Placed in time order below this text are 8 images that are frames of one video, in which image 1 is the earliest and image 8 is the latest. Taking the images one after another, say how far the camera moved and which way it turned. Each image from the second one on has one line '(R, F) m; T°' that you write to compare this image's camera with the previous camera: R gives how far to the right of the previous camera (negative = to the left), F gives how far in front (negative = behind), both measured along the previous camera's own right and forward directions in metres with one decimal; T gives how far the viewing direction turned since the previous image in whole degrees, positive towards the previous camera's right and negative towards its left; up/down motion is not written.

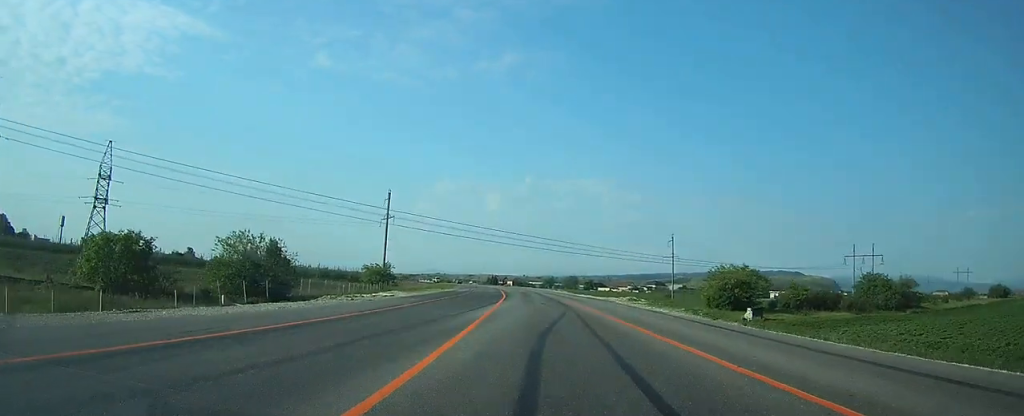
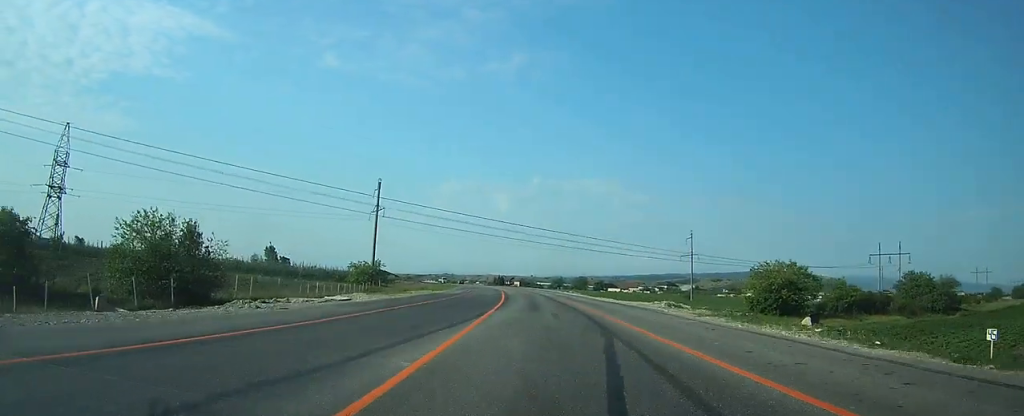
(-0.1, +13.8) m; -1°
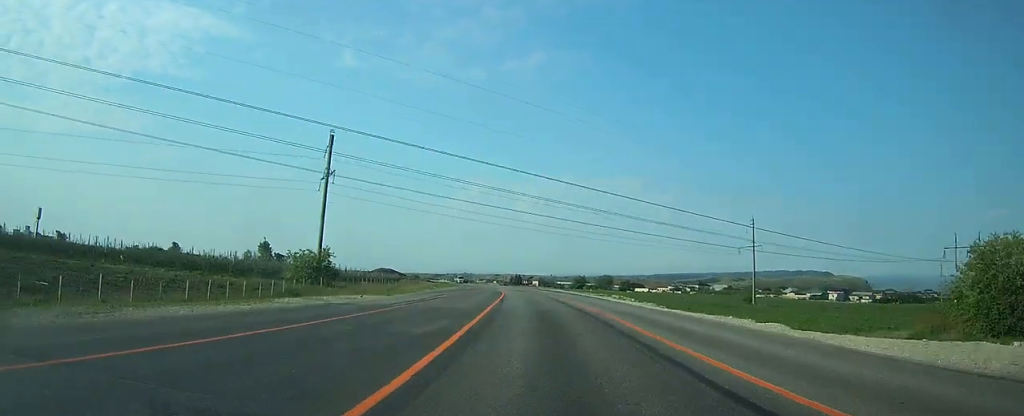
(-0.7, +35.4) m; -2°
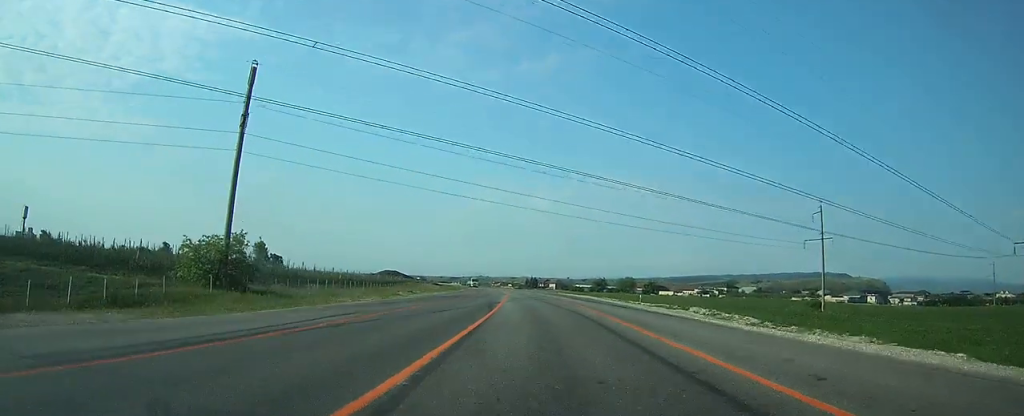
(-0.3, +26.5) m; -1°
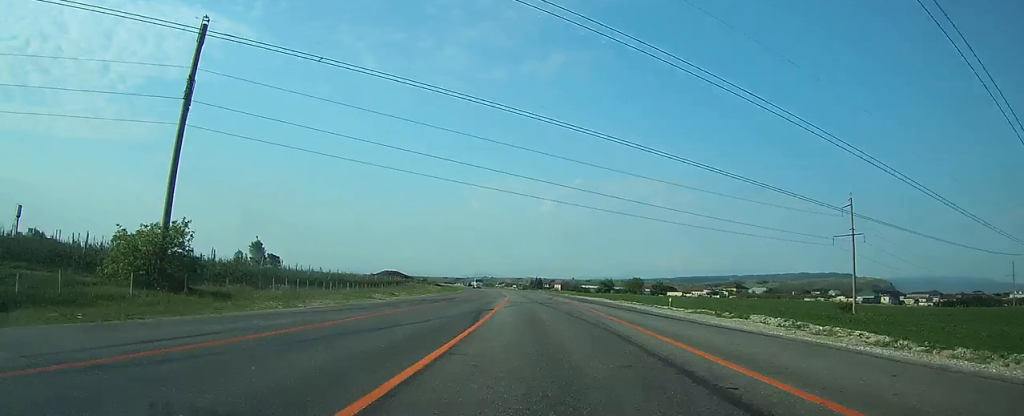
(+0.1, +9.6) m; 0°
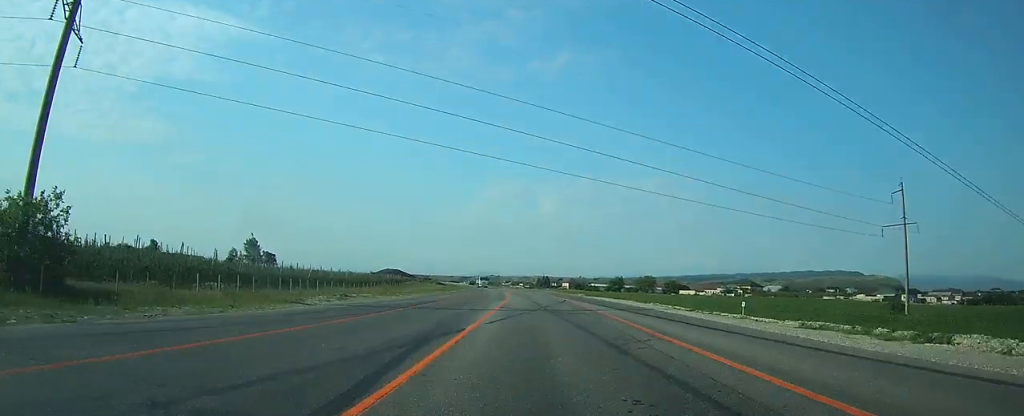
(-0.1, +13.7) m; -1°
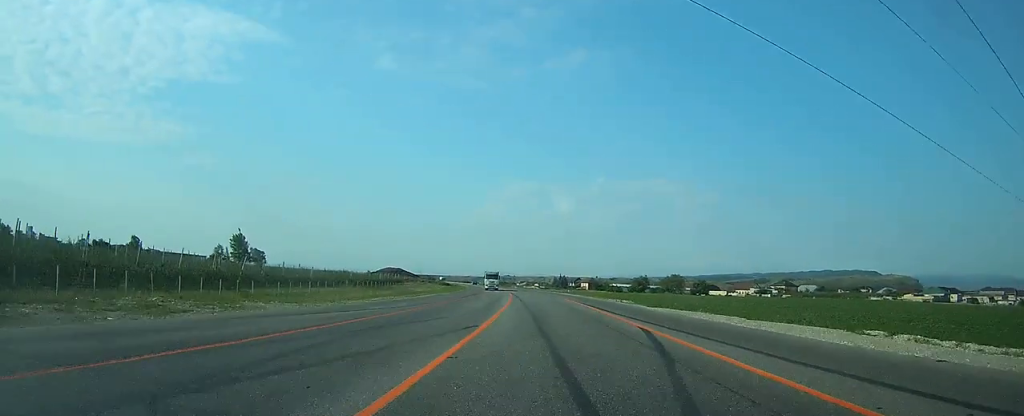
(-0.4, +29.8) m; -1°
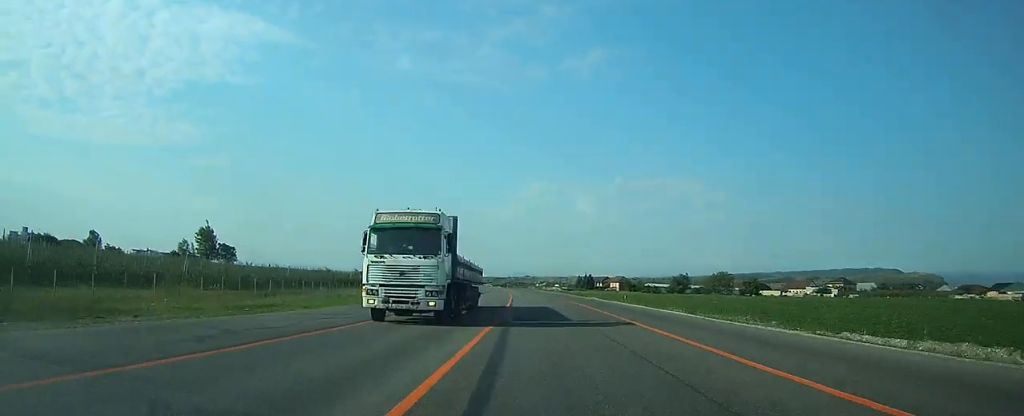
(-0.9, +45.7) m; -2°
